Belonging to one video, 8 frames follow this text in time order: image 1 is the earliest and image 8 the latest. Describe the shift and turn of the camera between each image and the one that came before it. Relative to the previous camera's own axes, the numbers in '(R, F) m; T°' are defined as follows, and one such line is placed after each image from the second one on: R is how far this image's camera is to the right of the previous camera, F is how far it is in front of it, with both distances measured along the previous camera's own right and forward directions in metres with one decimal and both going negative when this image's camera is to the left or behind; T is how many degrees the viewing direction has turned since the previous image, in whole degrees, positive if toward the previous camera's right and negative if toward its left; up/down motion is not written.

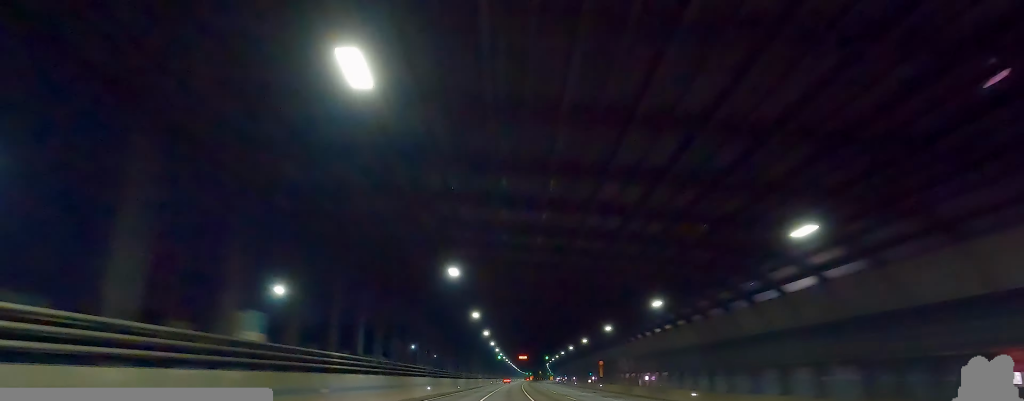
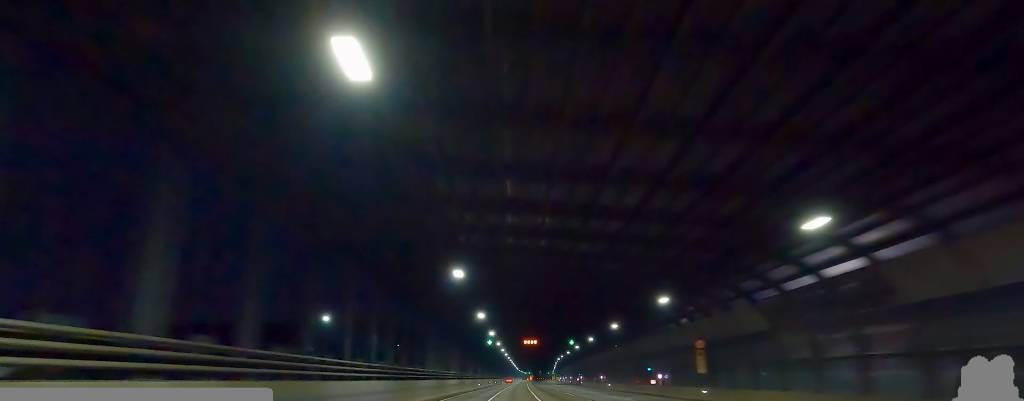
(+1.3, +51.3) m; 0°
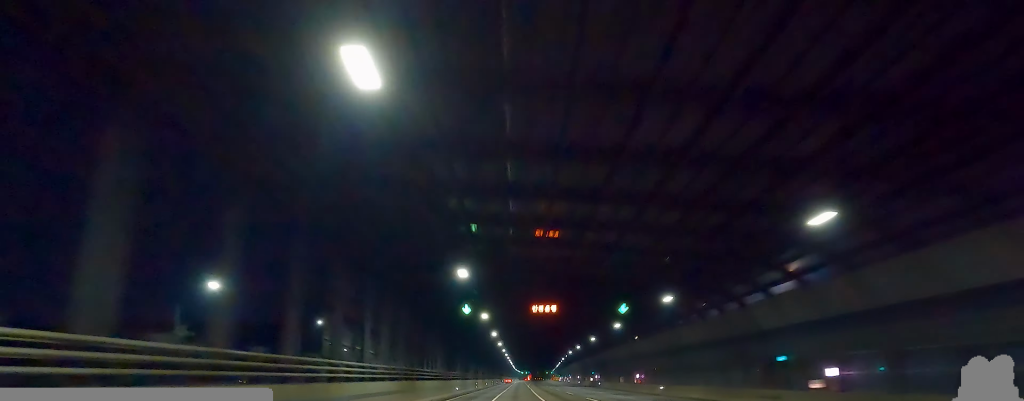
(-0.1, +34.2) m; 0°
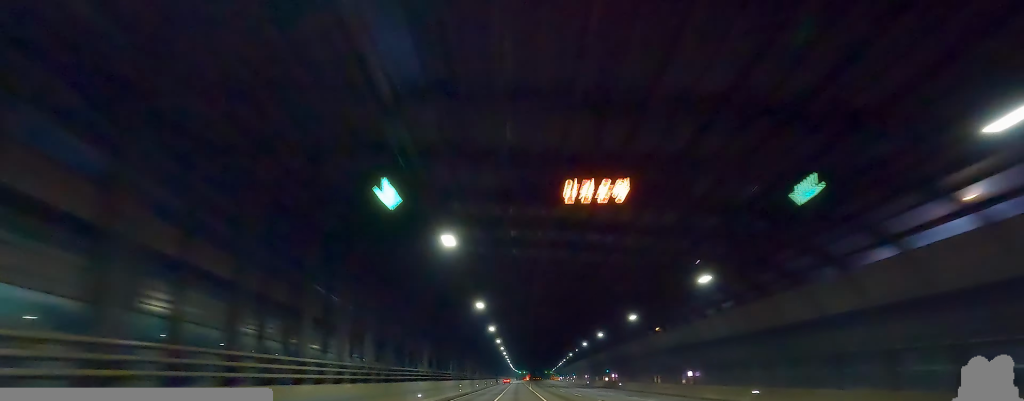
(+0.1, +23.4) m; 0°
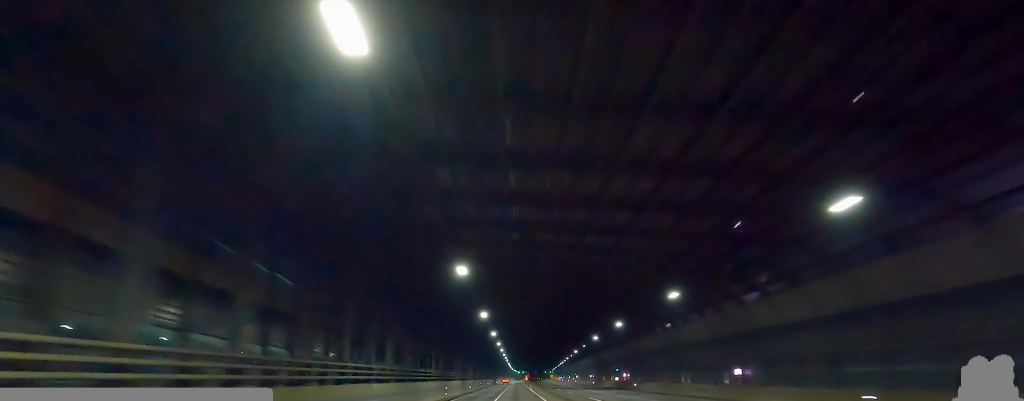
(-0.2, +11.7) m; 0°
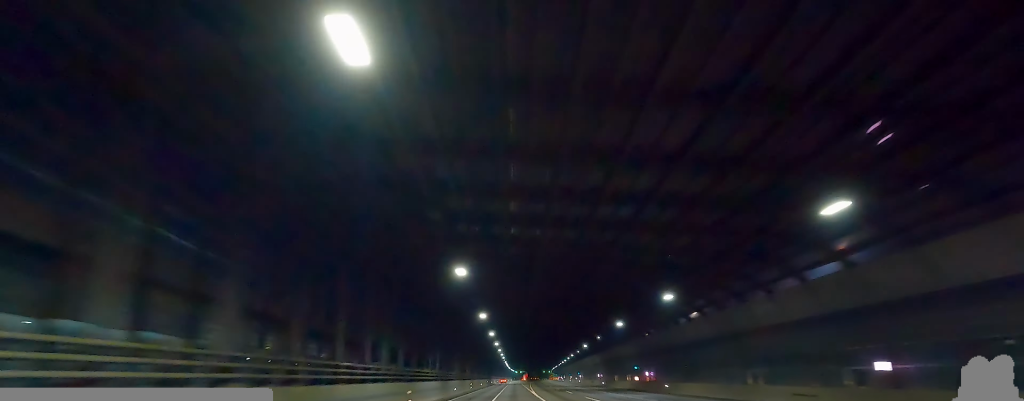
(+0.2, +16.7) m; +1°
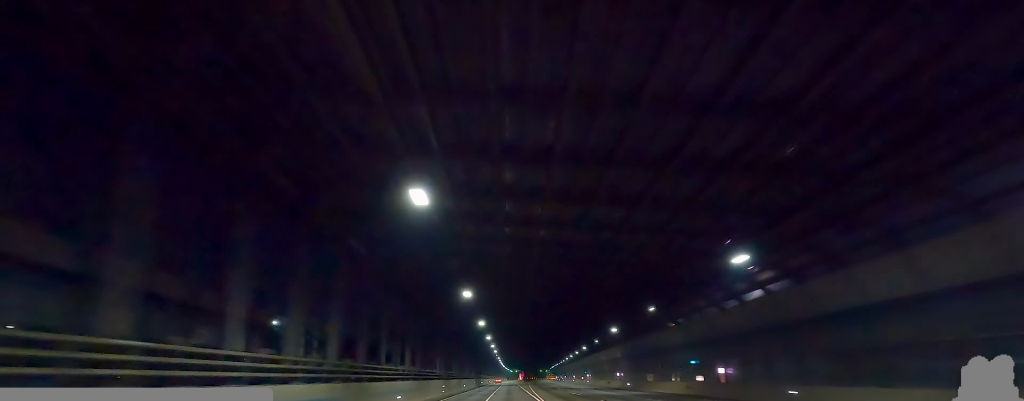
(+0.5, +27.6) m; +1°
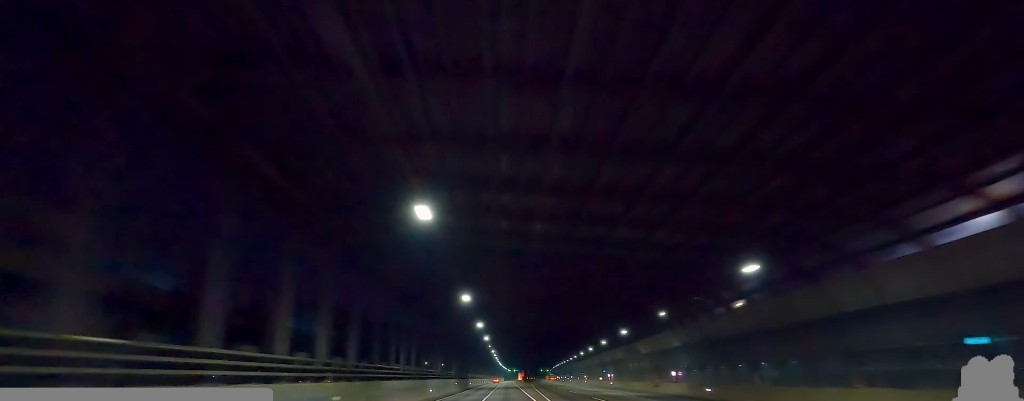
(+0.1, +32.8) m; -1°
